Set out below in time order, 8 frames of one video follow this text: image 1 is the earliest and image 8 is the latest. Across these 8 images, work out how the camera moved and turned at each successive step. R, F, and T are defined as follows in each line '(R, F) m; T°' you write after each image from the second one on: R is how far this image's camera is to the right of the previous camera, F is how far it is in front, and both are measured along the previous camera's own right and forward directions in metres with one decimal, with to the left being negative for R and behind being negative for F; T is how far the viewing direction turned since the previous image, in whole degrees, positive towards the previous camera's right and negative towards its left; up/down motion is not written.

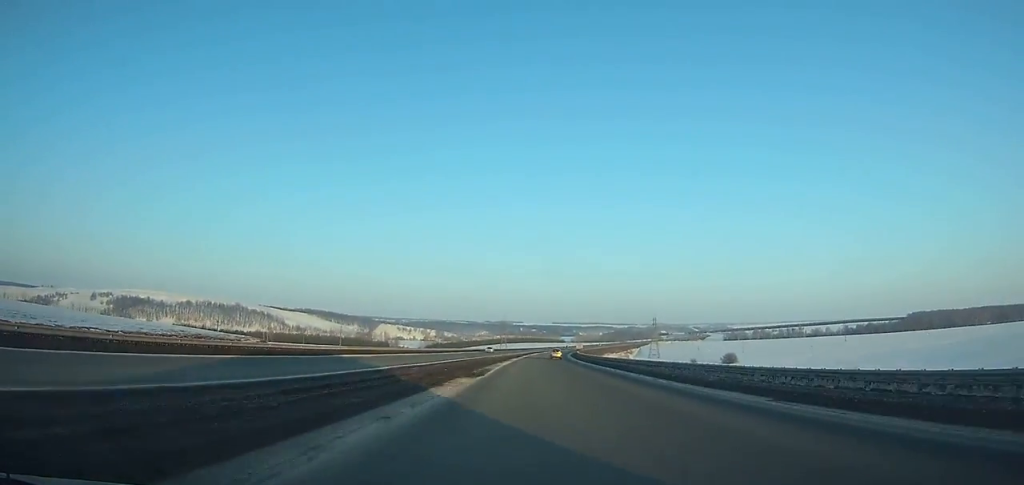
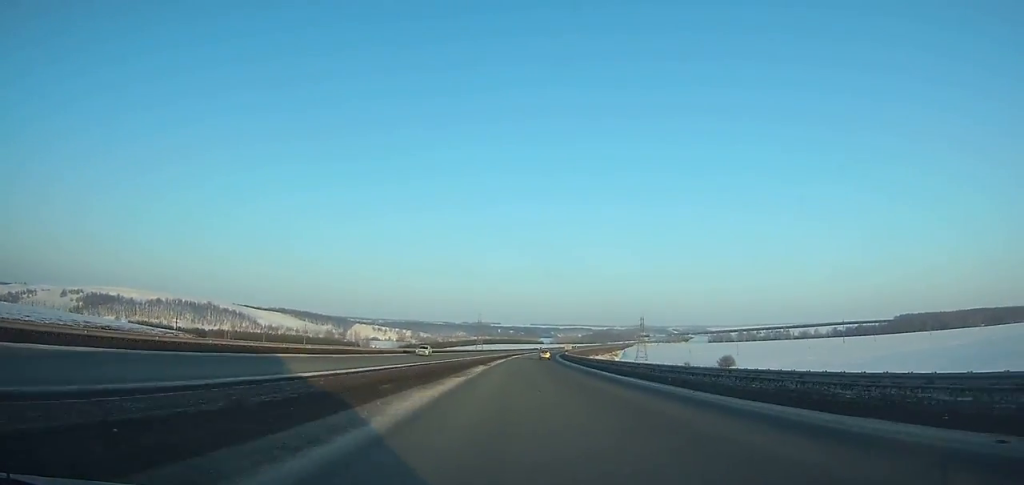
(+0.4, +36.2) m; +1°
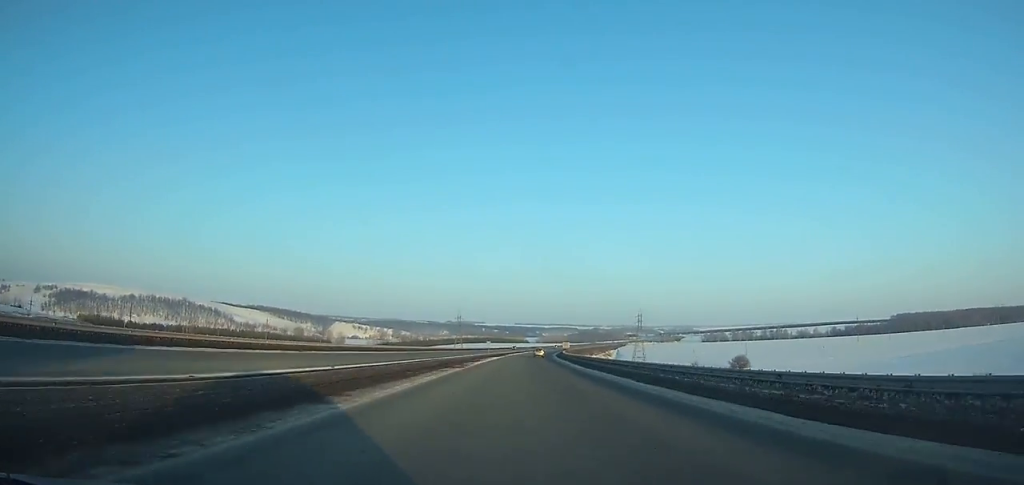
(+0.8, +48.5) m; +1°
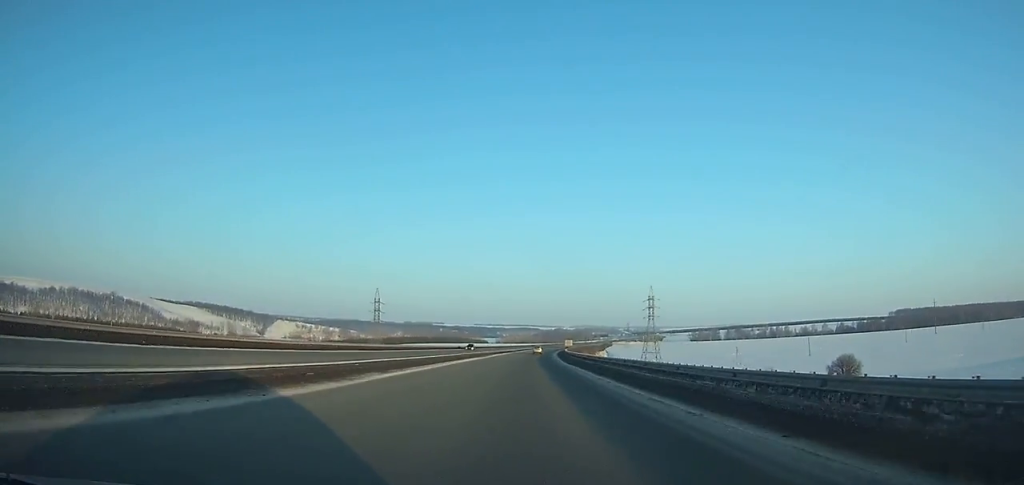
(+5.2, +145.0) m; +4°
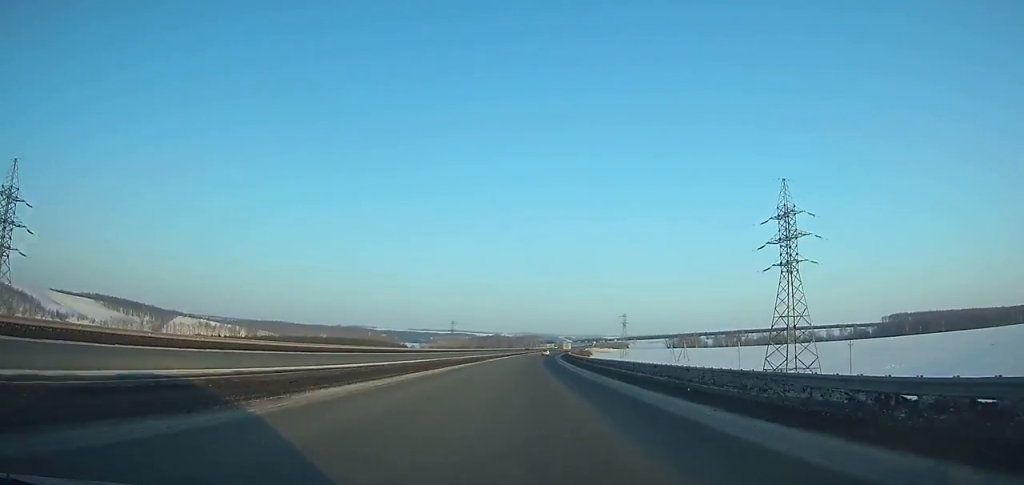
(+9.6, +192.4) m; +6°
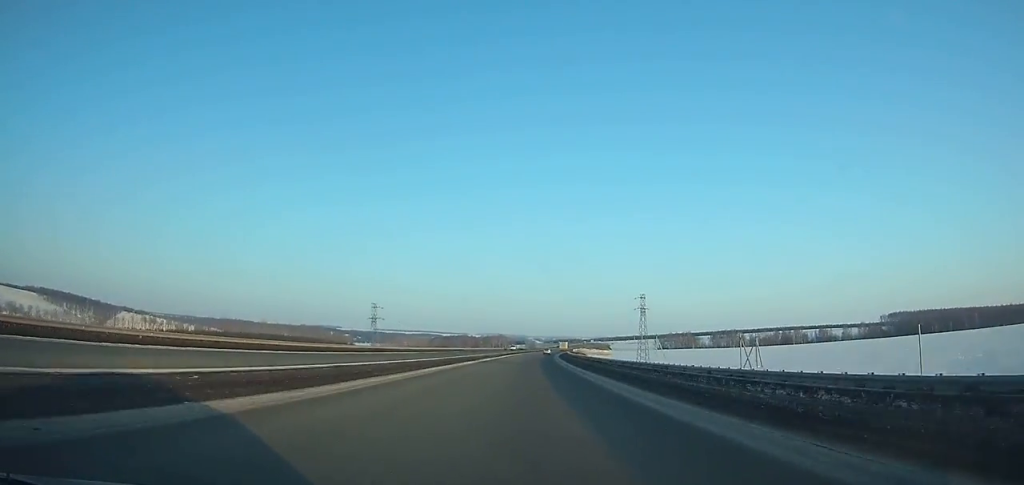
(+2.6, +93.0) m; +3°
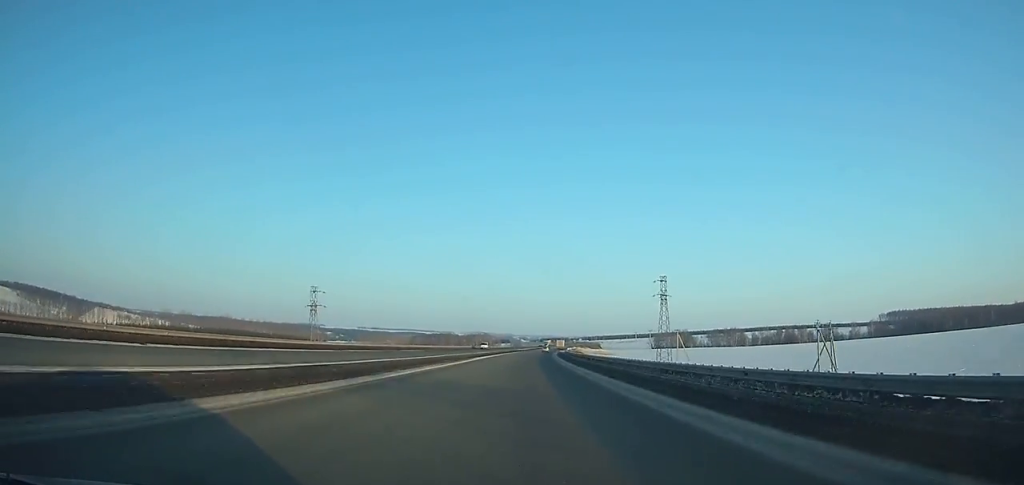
(0.0, +38.9) m; +1°
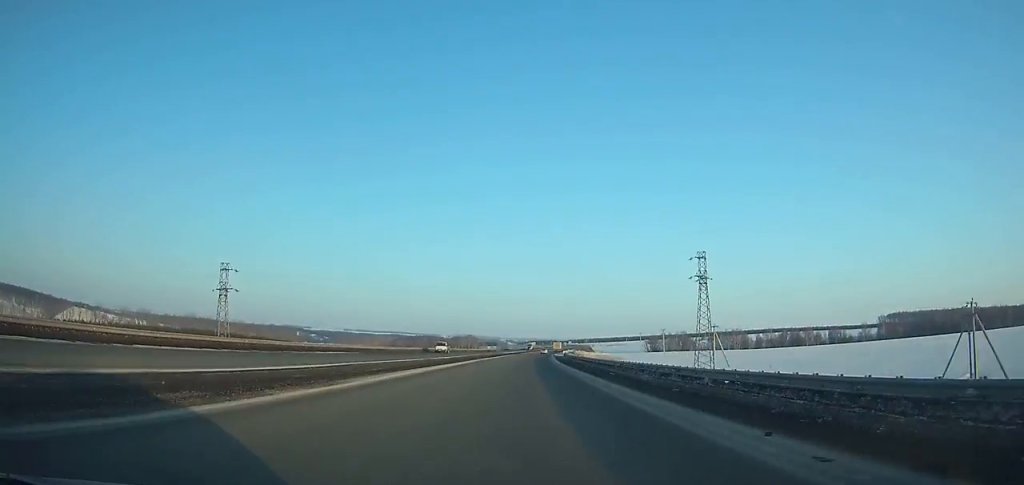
(+0.7, +35.6) m; +1°
